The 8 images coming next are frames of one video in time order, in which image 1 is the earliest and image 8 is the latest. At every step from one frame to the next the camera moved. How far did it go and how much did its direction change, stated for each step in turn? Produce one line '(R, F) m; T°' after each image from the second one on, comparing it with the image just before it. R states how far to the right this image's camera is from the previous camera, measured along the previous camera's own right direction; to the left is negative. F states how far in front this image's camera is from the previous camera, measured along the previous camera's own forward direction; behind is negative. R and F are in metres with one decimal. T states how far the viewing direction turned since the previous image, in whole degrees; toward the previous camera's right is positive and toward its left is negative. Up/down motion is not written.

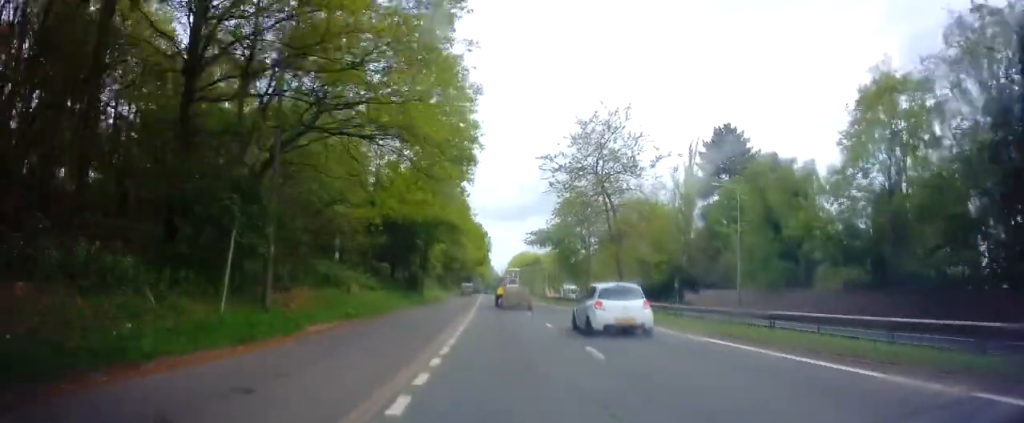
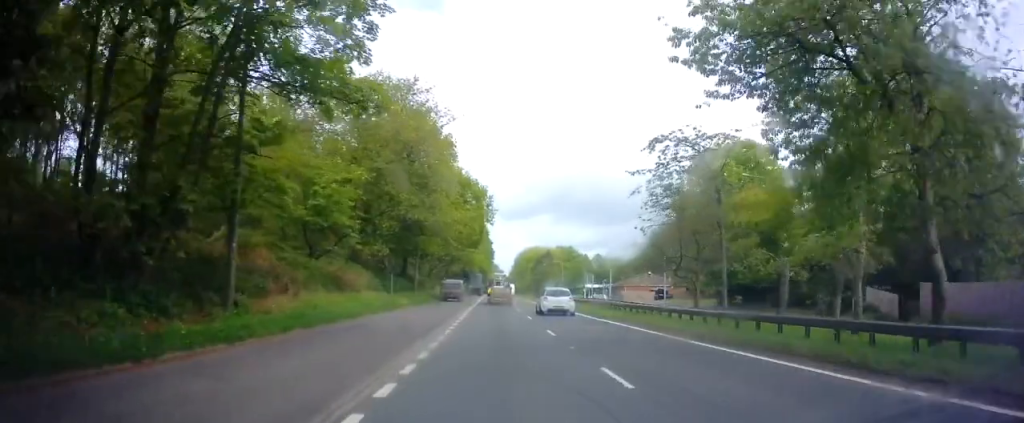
(-0.3, +38.6) m; -1°
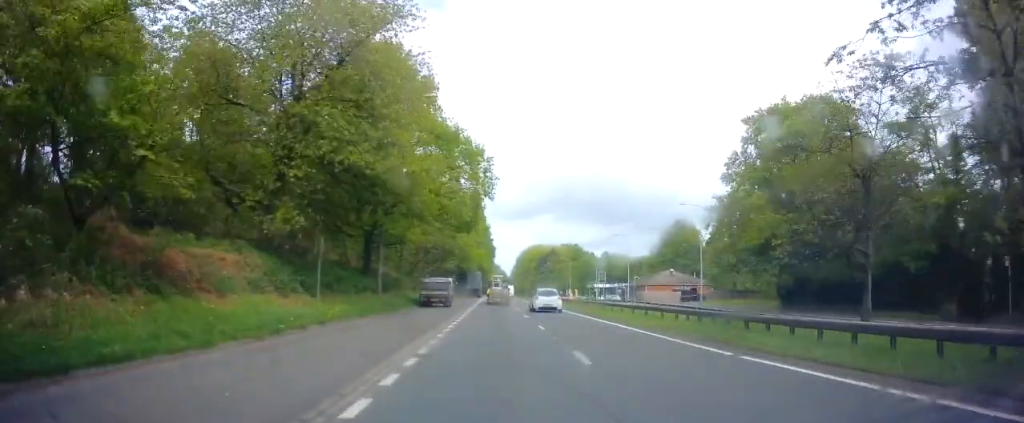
(-0.5, +15.0) m; -1°
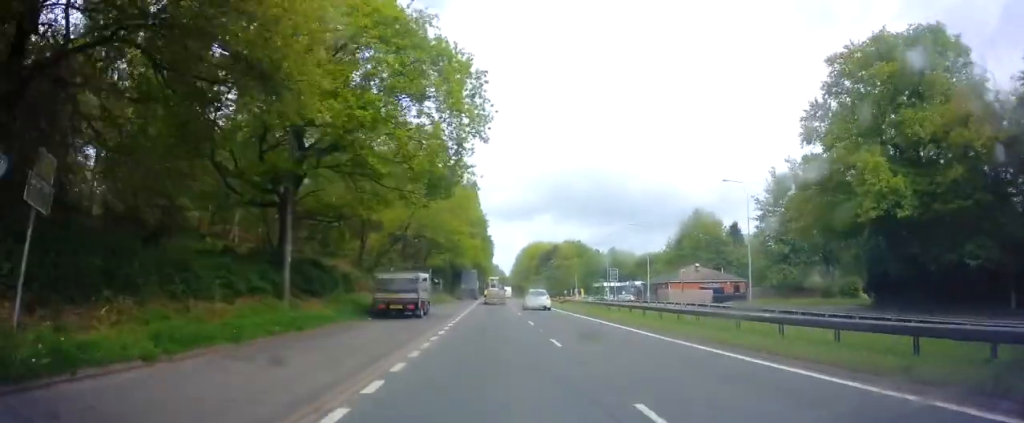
(+0.1, +14.3) m; 0°
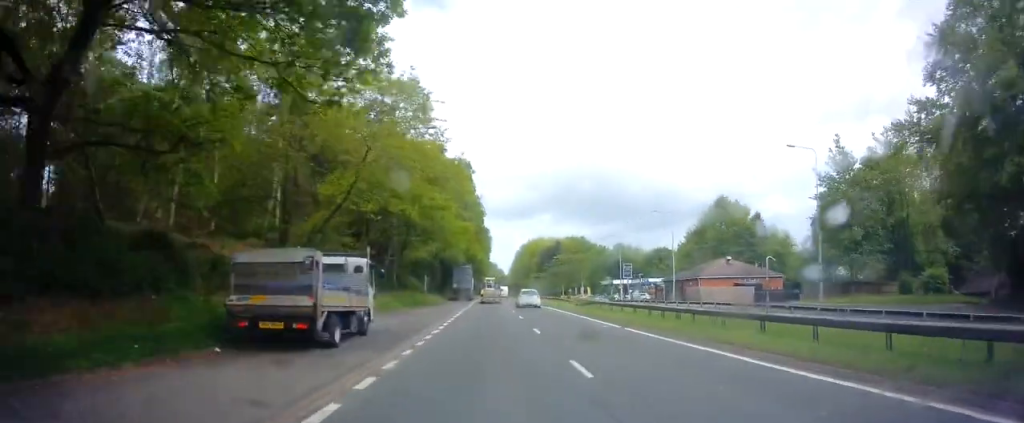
(+0.1, +13.6) m; 0°
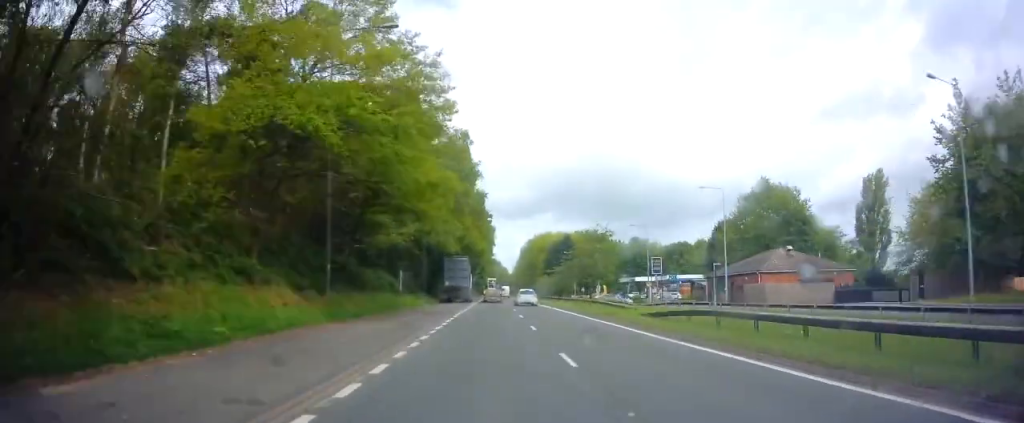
(-0.1, +16.4) m; -1°
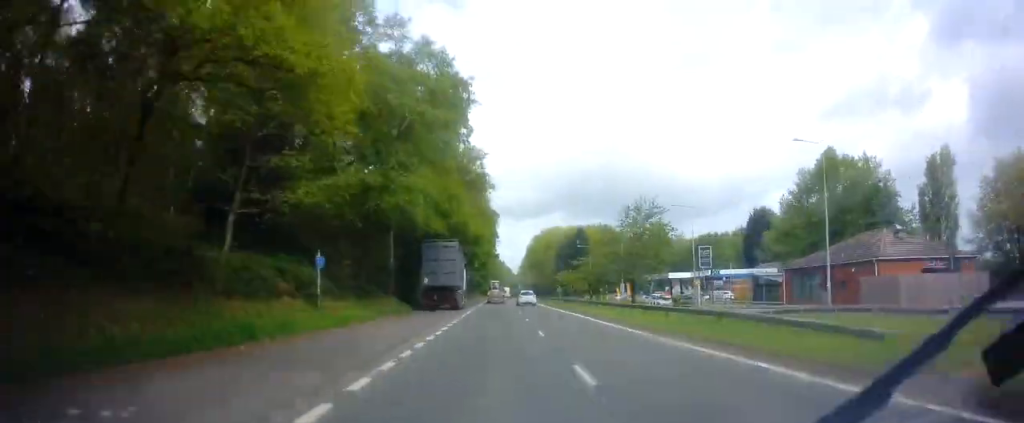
(-0.2, +19.4) m; -1°
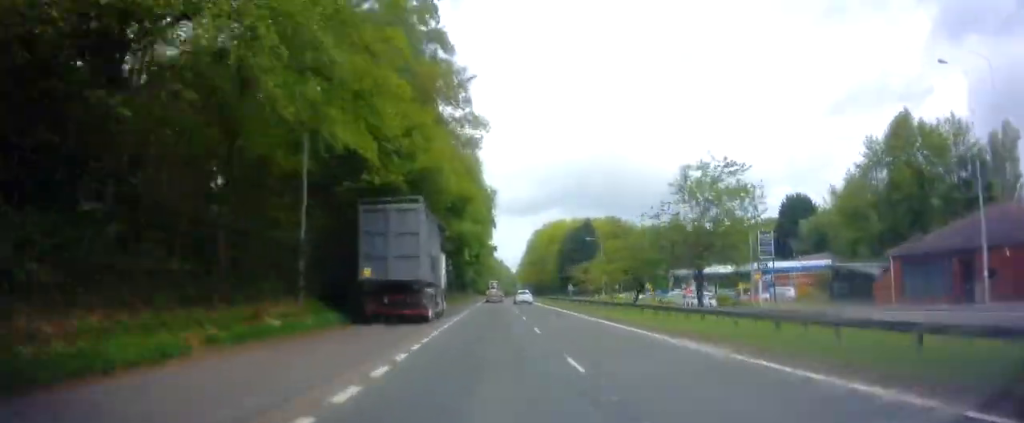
(0.0, +16.5) m; 0°
